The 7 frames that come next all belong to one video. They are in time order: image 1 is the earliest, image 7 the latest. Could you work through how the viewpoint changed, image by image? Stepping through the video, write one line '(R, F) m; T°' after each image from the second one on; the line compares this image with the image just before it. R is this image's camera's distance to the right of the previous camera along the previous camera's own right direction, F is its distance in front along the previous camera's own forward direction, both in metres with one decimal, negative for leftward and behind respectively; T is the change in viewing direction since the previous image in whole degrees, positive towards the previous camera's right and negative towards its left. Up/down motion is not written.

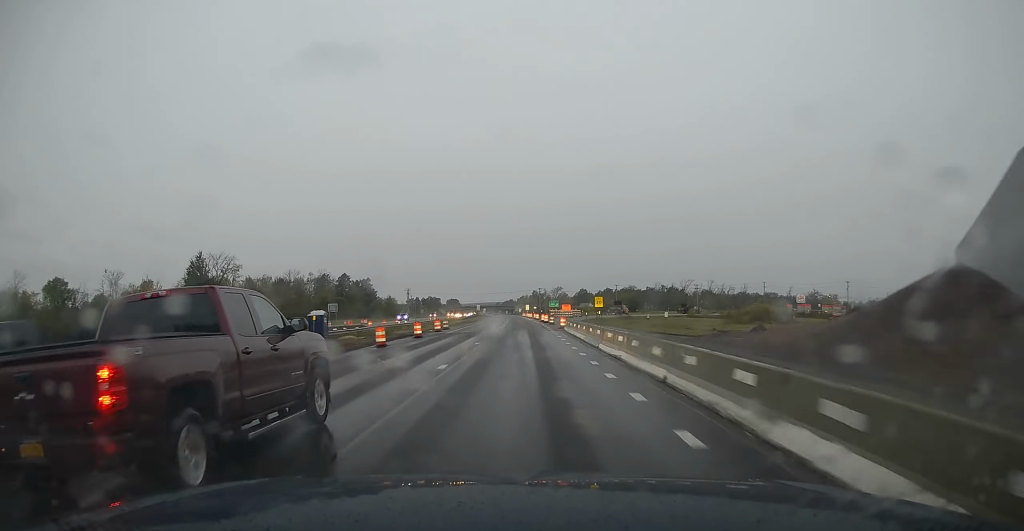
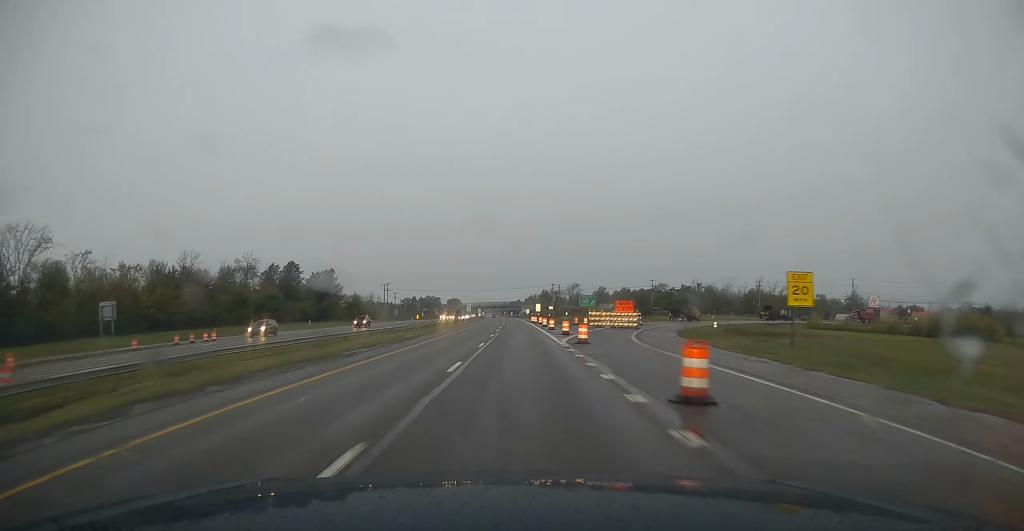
(-0.4, +74.3) m; -1°
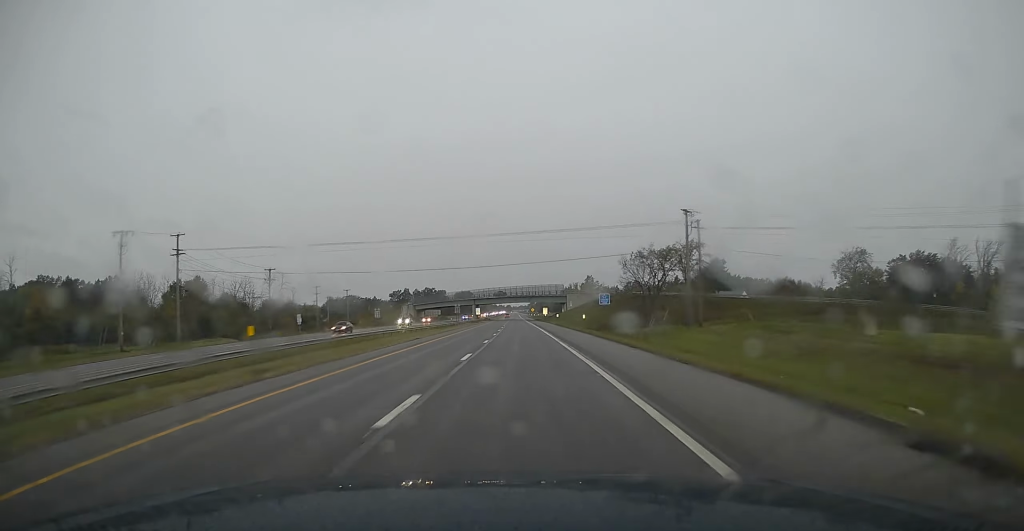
(-3.3, +186.1) m; -2°
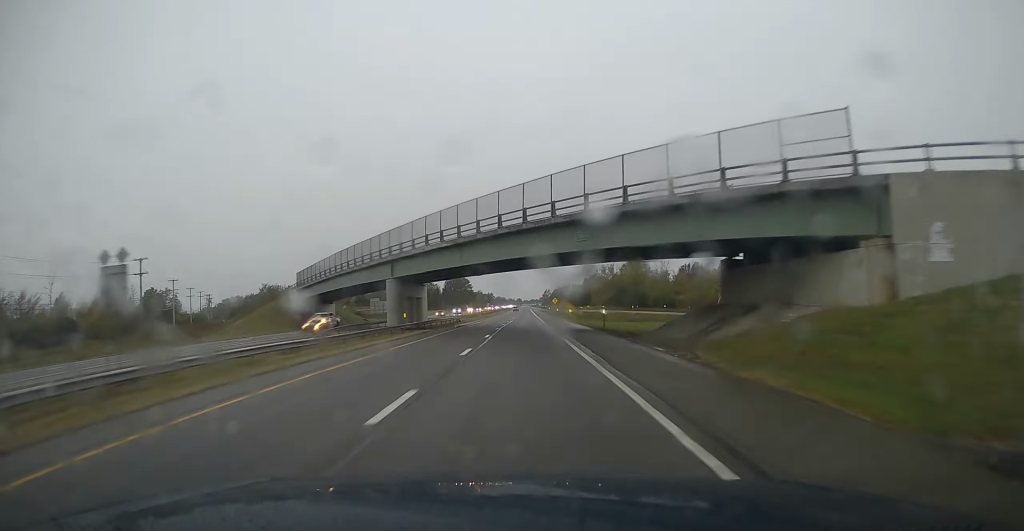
(-1.3, +129.0) m; -1°
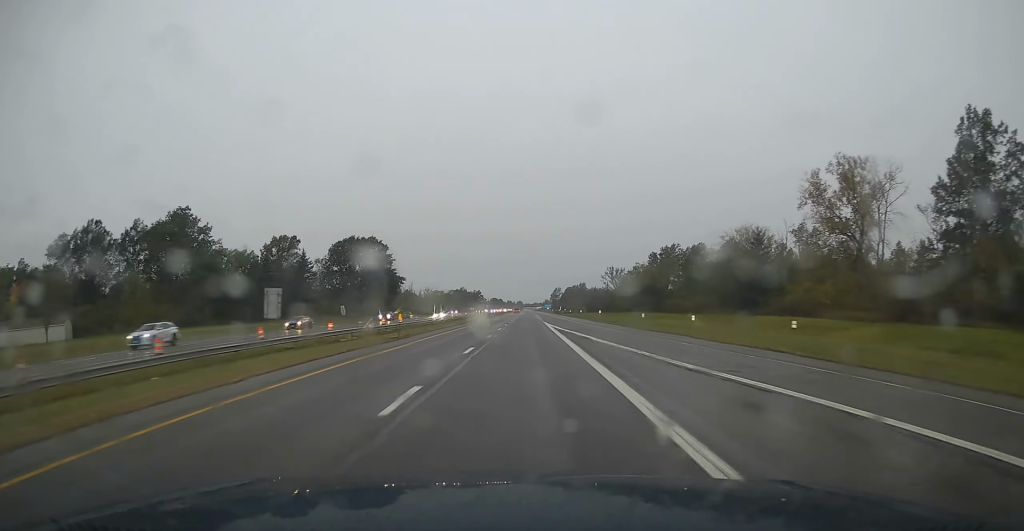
(+0.4, +240.6) m; 0°
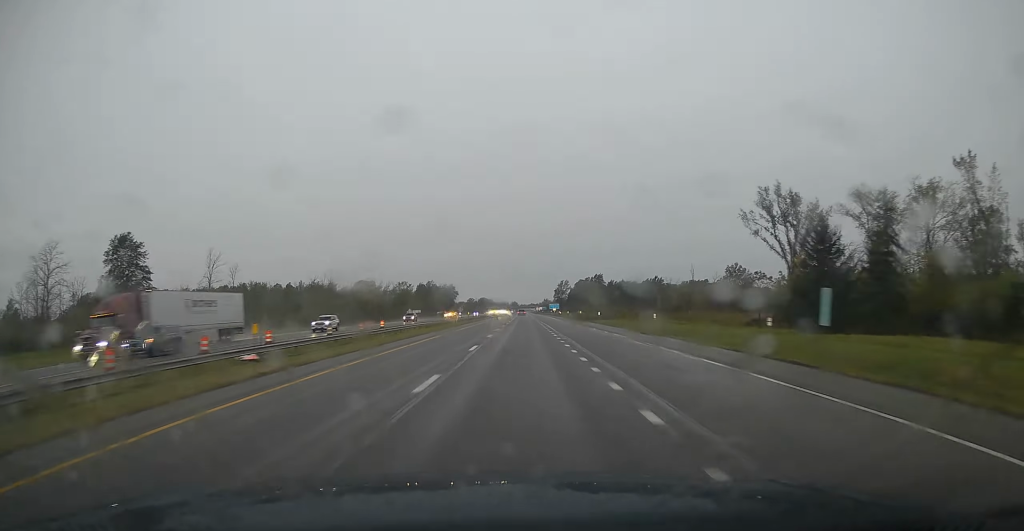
(-0.4, +180.6) m; 0°
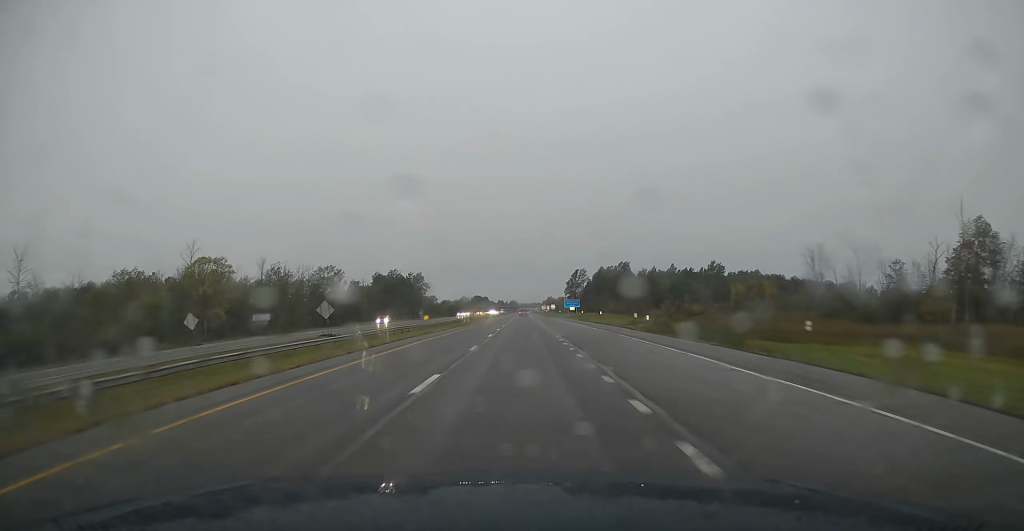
(+0.3, +121.9) m; 0°
